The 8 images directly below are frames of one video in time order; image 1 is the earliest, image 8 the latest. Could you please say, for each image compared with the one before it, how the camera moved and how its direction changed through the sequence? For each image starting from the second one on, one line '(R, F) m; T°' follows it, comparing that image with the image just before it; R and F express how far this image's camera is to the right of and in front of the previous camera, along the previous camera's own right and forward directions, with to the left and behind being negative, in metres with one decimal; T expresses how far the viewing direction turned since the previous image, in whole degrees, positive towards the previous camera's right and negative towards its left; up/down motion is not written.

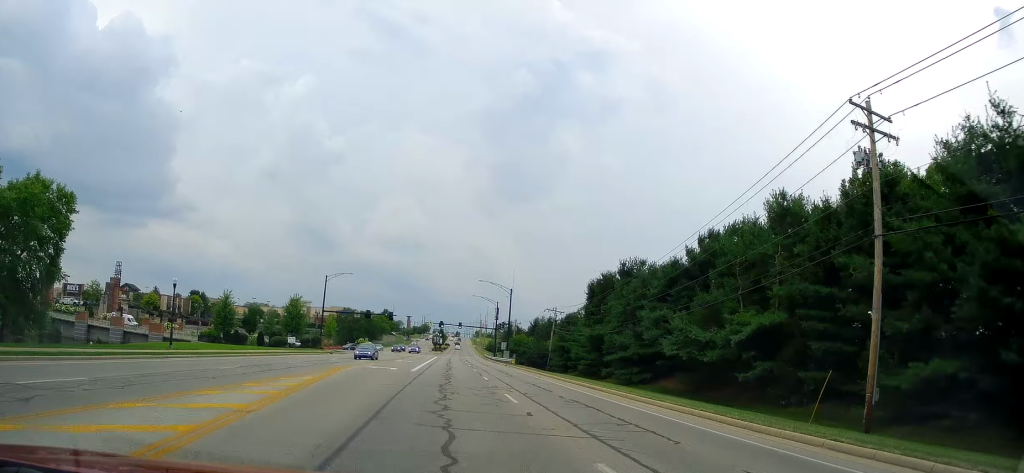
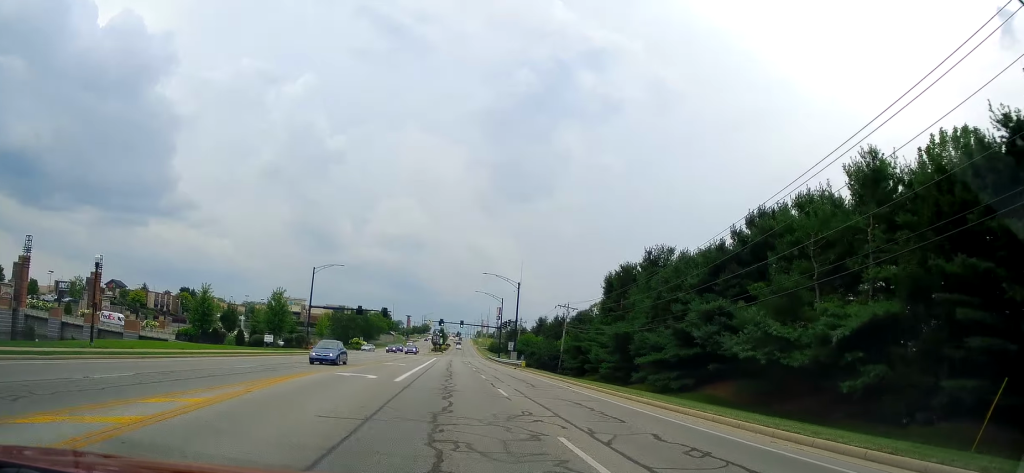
(-0.1, +8.9) m; -1°
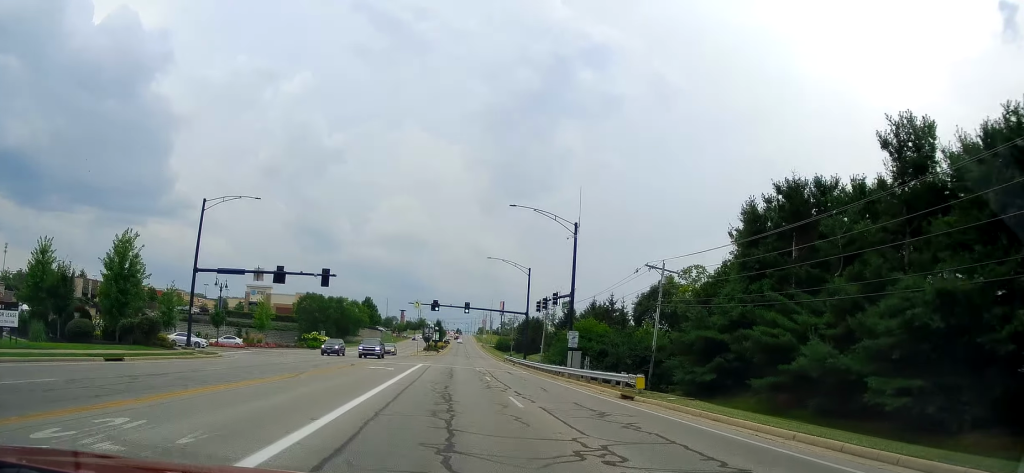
(-1.0, +38.3) m; -2°
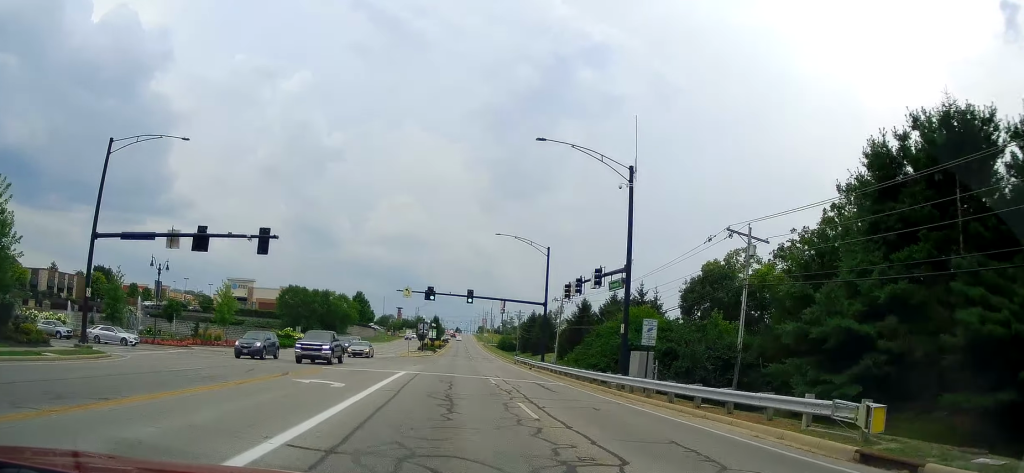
(+0.2, +14.5) m; +1°
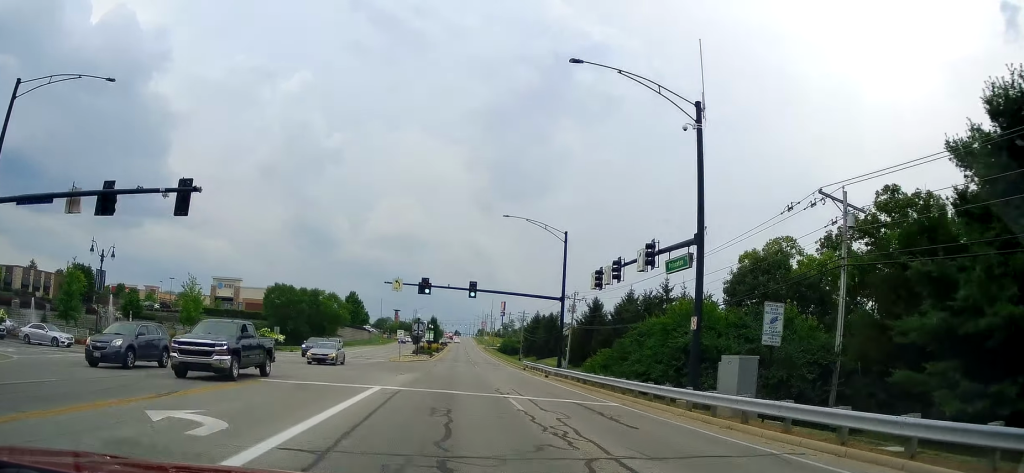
(+0.1, +9.2) m; +1°
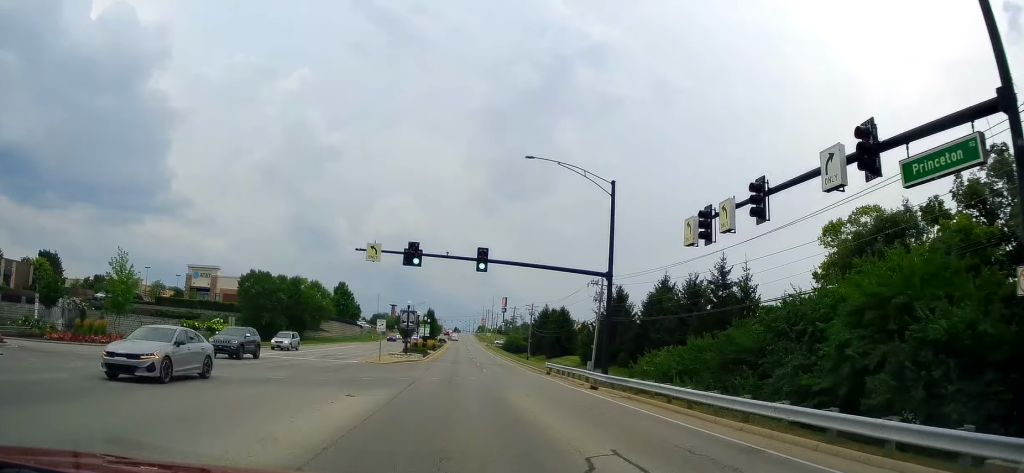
(0.0, +14.4) m; 0°
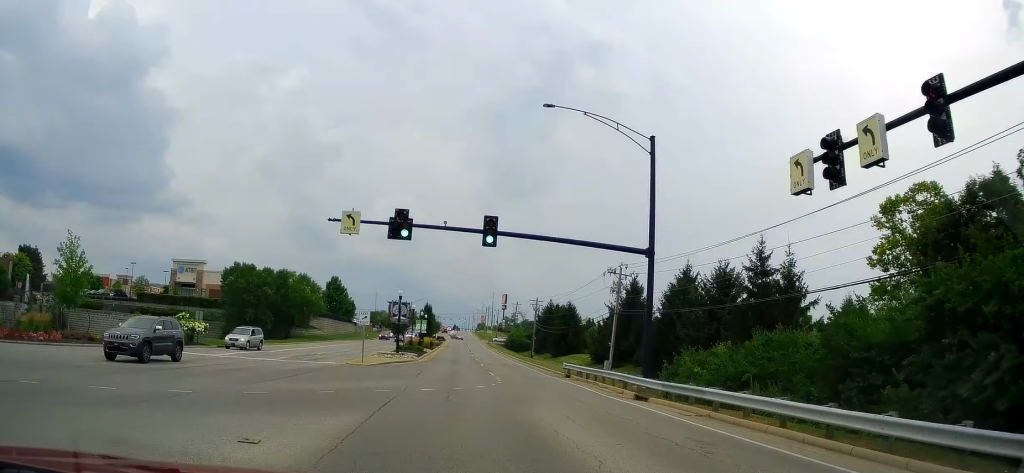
(0.0, +7.3) m; 0°
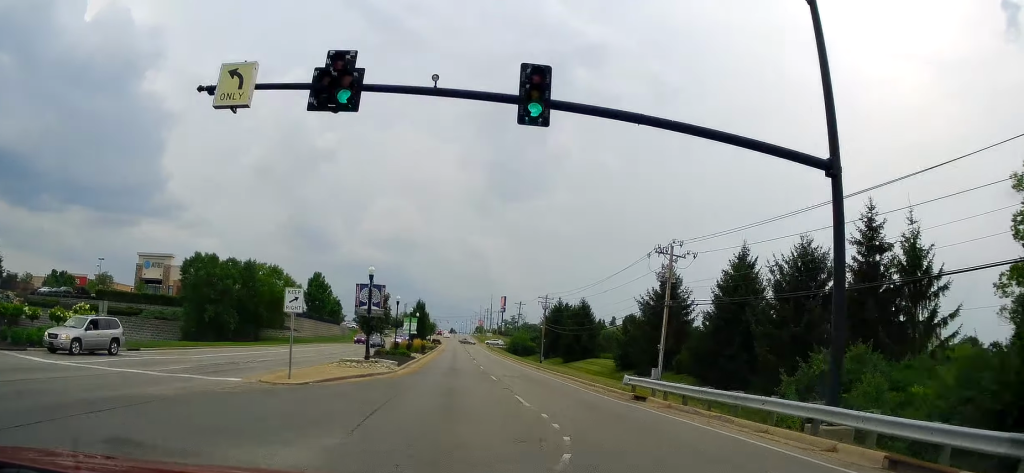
(0.0, +14.2) m; +1°
